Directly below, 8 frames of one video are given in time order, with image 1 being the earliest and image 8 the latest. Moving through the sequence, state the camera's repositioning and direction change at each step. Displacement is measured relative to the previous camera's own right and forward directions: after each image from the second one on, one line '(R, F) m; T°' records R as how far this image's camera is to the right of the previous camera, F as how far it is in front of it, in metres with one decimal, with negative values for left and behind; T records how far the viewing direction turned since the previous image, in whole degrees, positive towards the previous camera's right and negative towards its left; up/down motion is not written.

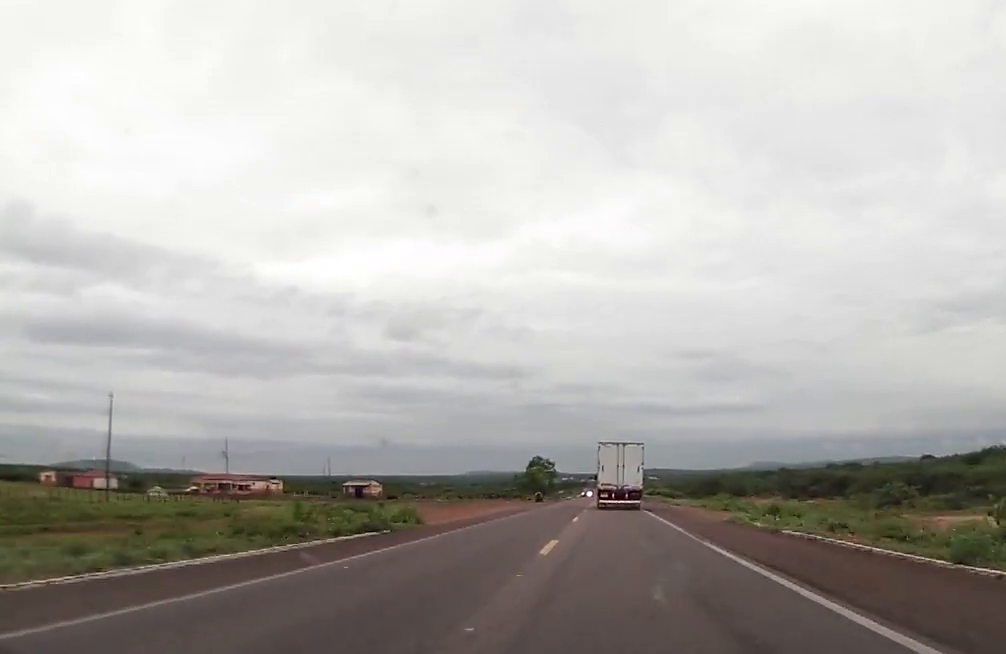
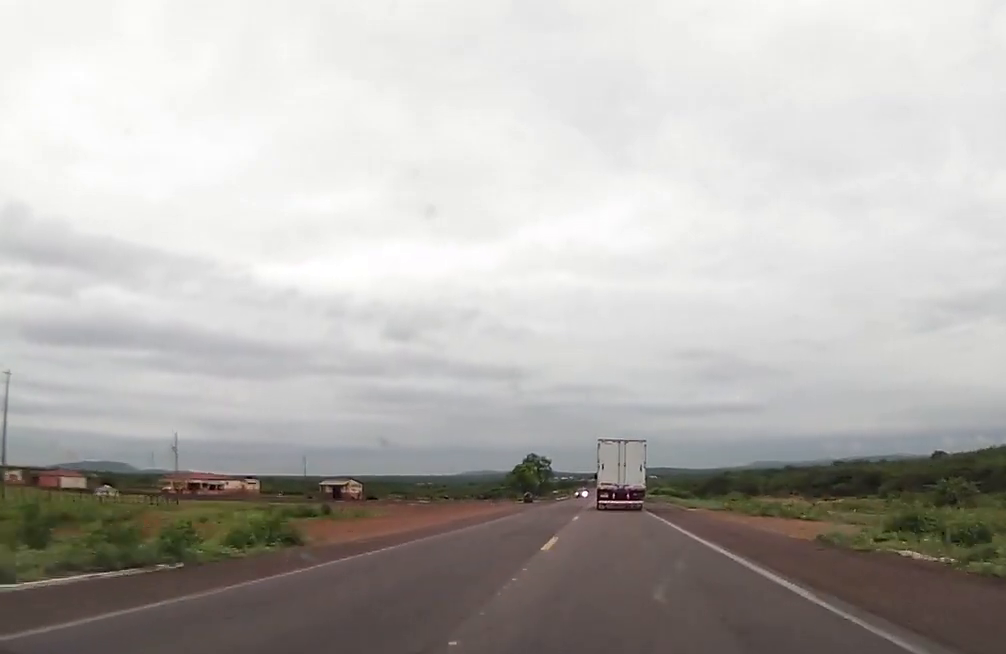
(+0.1, +15.2) m; 0°
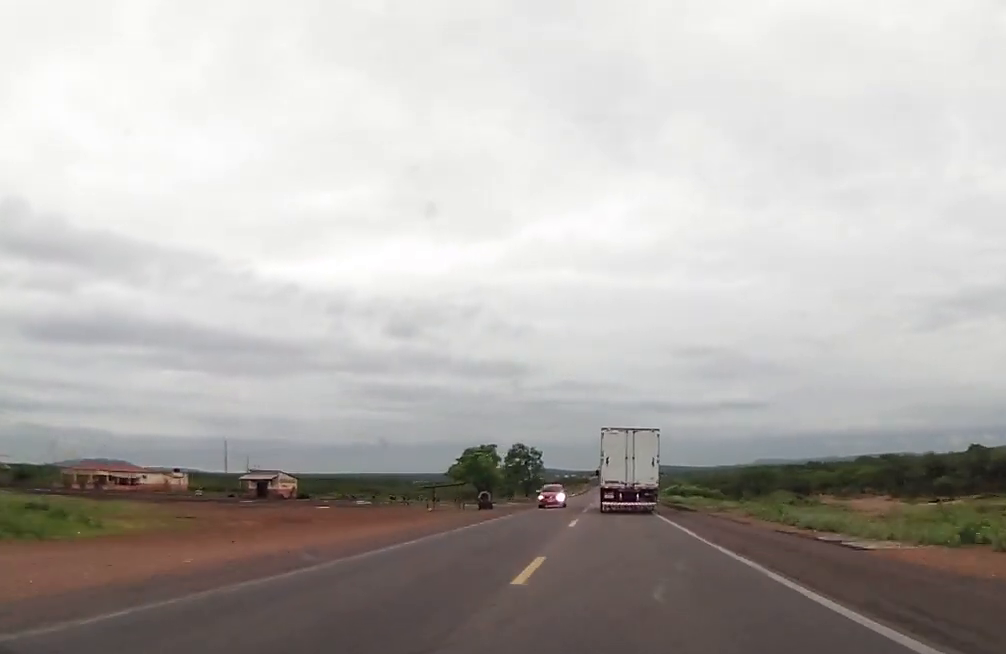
(-0.4, +37.9) m; 0°
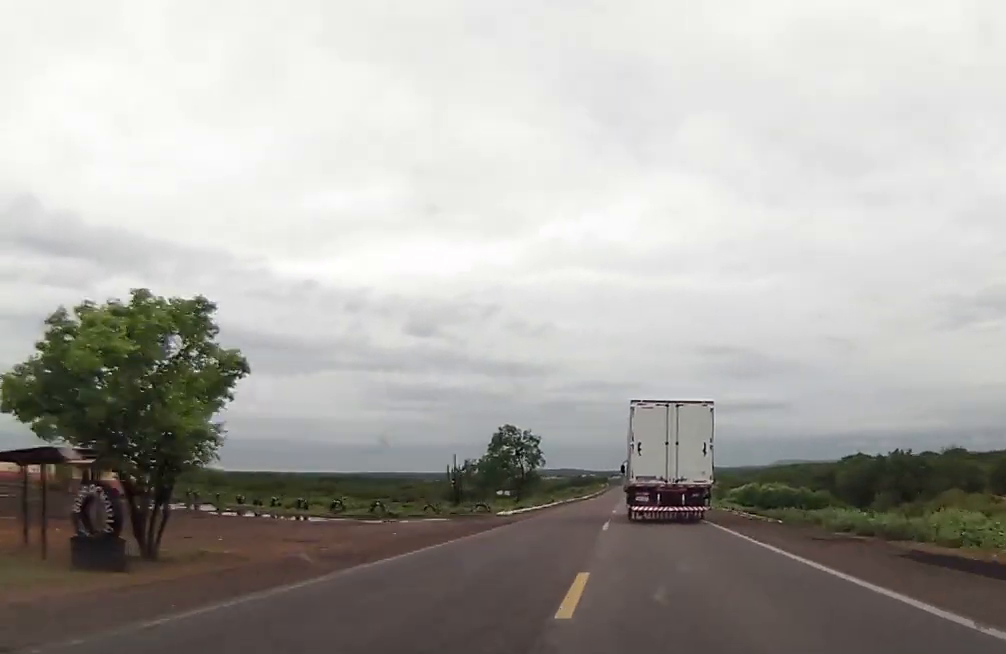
(-0.5, +50.0) m; -1°
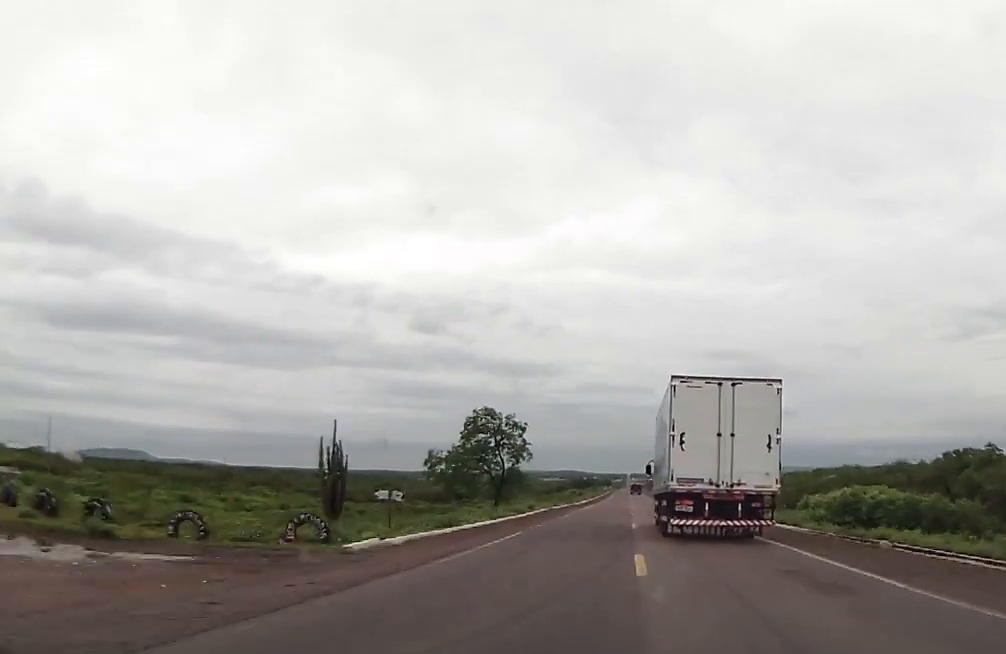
(-0.1, +27.6) m; 0°
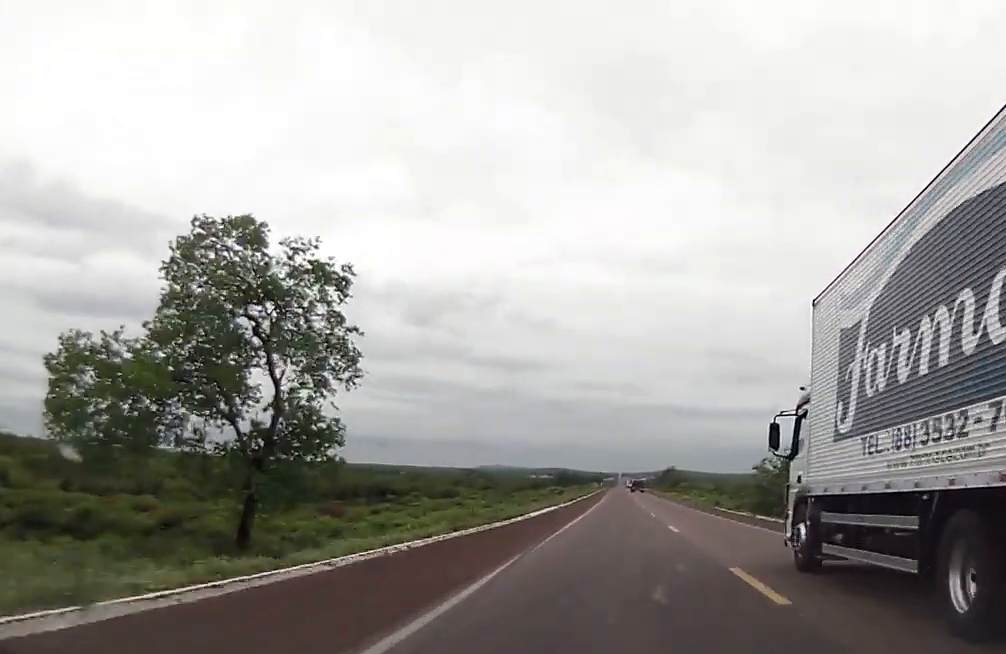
(-0.5, +67.2) m; -1°
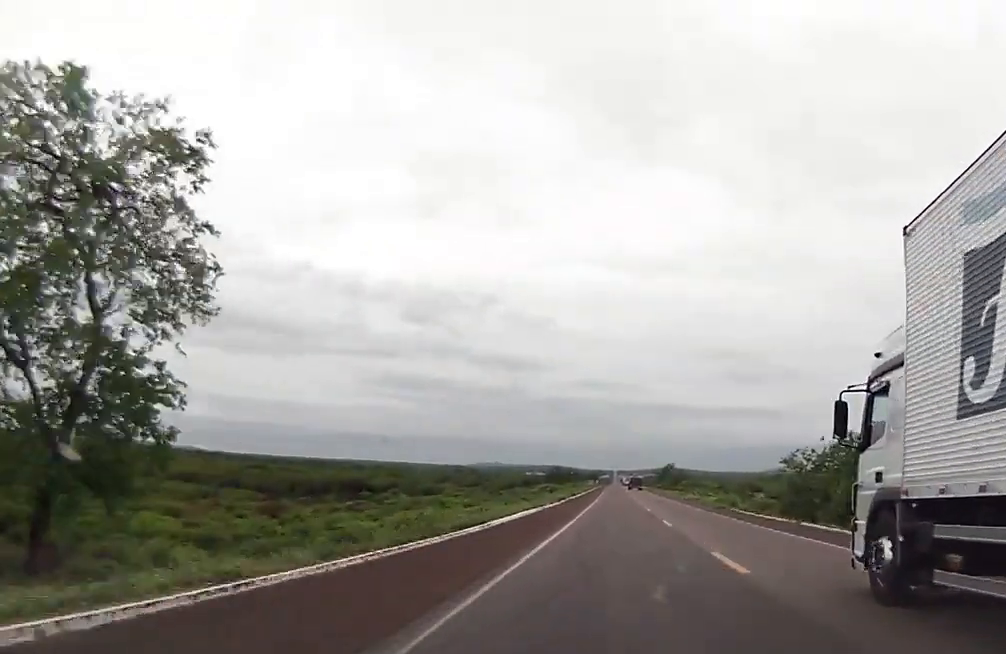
(+0.1, +12.5) m; 0°
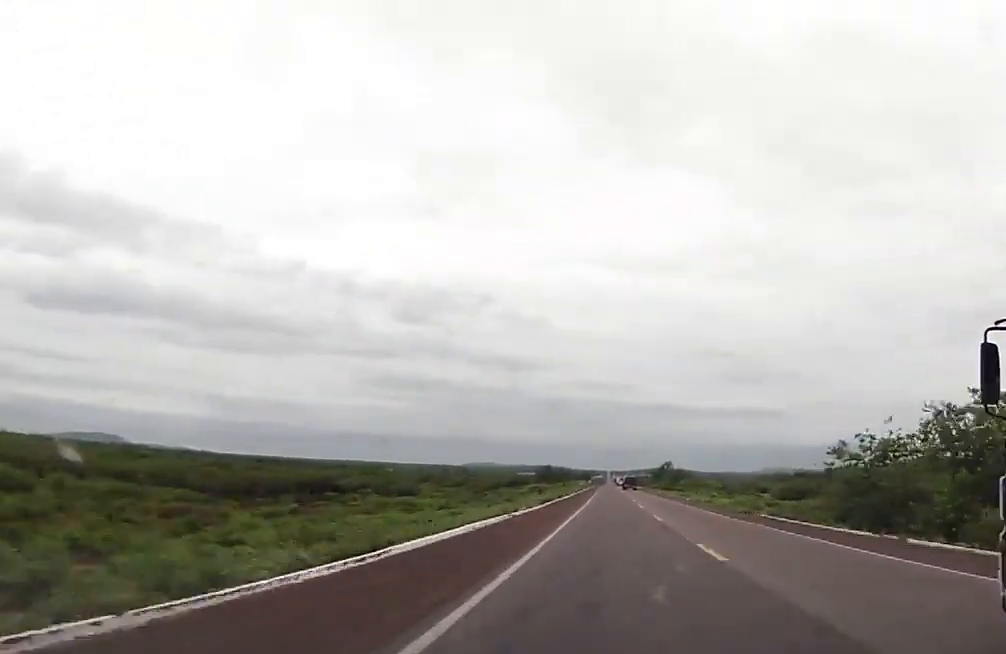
(0.0, +13.7) m; 0°
